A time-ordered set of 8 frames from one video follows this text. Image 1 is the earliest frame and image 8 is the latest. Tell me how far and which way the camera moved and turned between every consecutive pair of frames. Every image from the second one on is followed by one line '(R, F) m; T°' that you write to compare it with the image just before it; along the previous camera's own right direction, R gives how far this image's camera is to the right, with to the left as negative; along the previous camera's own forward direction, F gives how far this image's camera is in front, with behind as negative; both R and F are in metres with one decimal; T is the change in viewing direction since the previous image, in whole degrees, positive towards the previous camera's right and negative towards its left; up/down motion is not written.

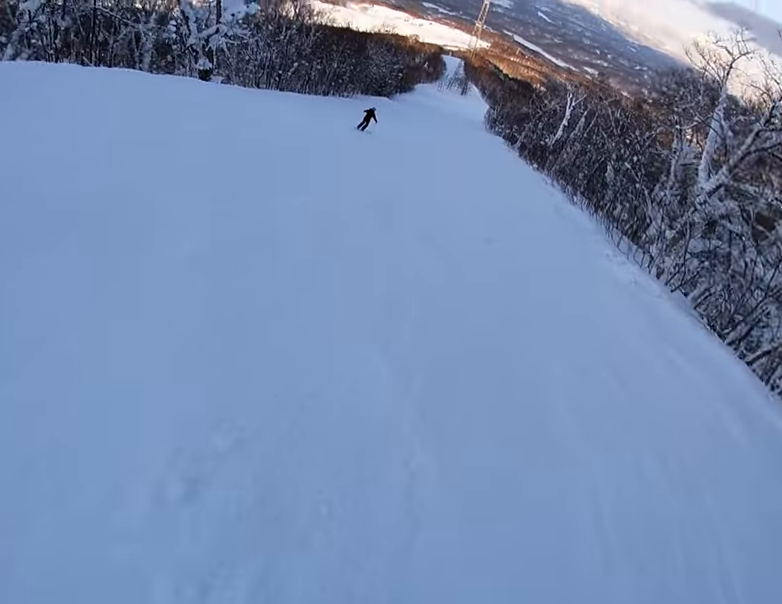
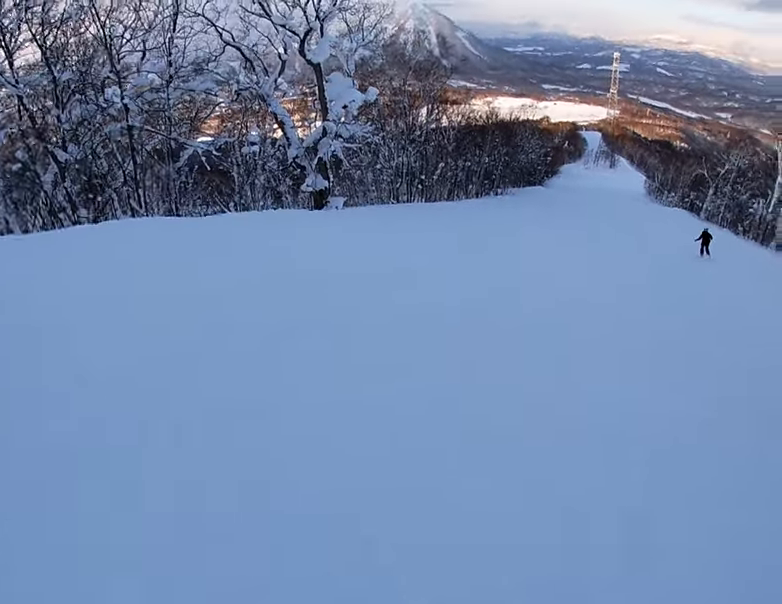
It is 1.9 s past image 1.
(-4.3, +14.2) m; -16°
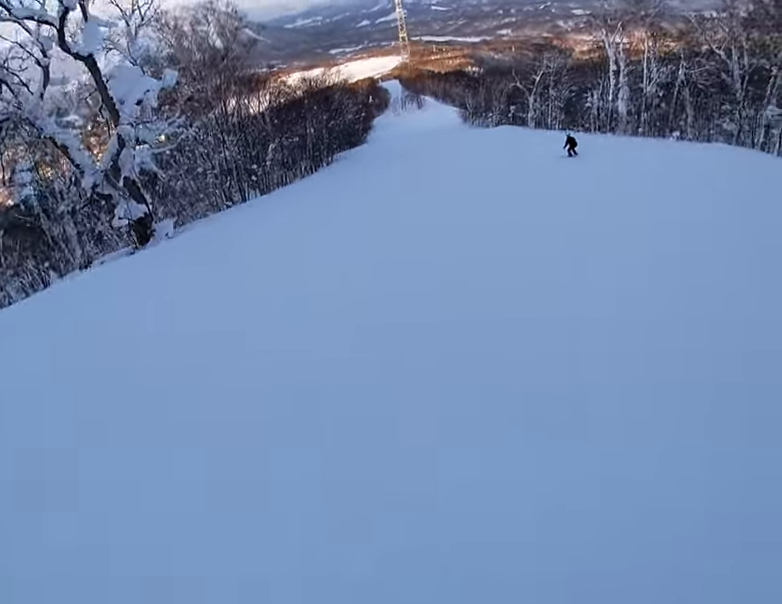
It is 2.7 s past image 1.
(+0.6, +6.7) m; +18°
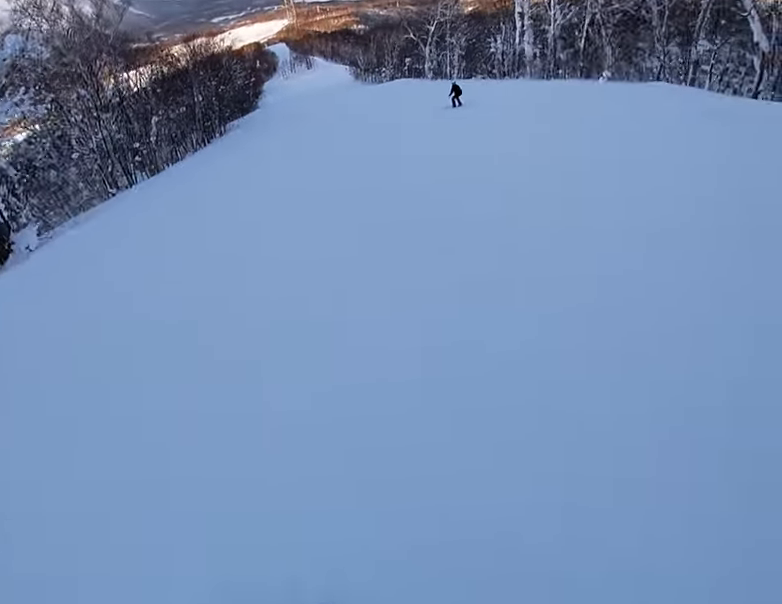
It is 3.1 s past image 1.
(+0.2, +4.0) m; +13°
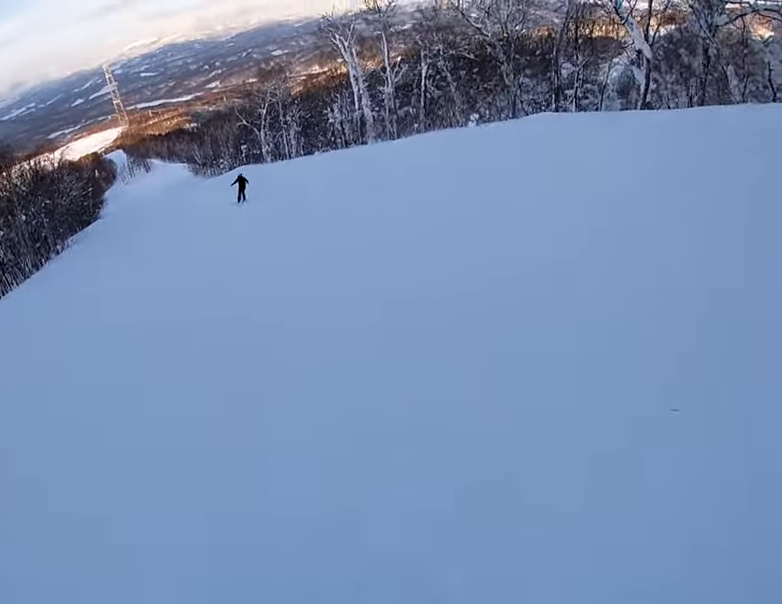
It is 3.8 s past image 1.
(+1.3, +5.9) m; +20°
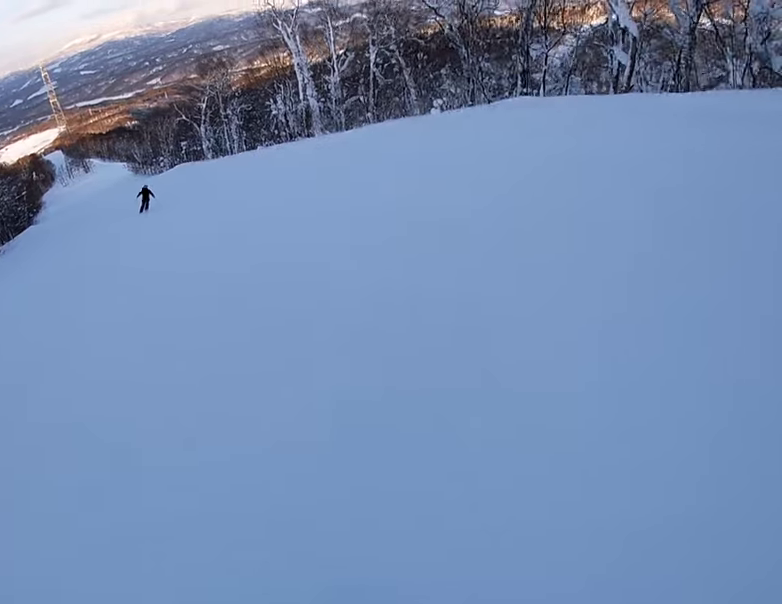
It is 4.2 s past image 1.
(+0.5, +3.6) m; +5°
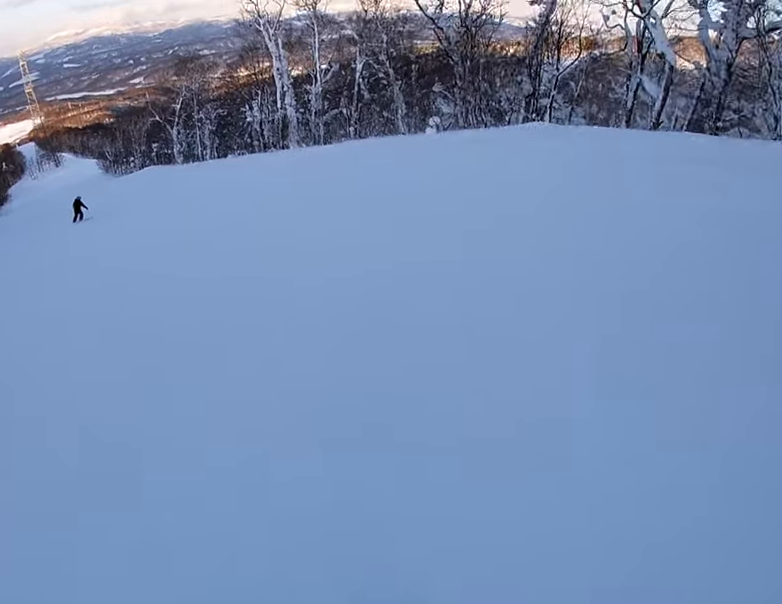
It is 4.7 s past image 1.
(+0.6, +4.1) m; +3°
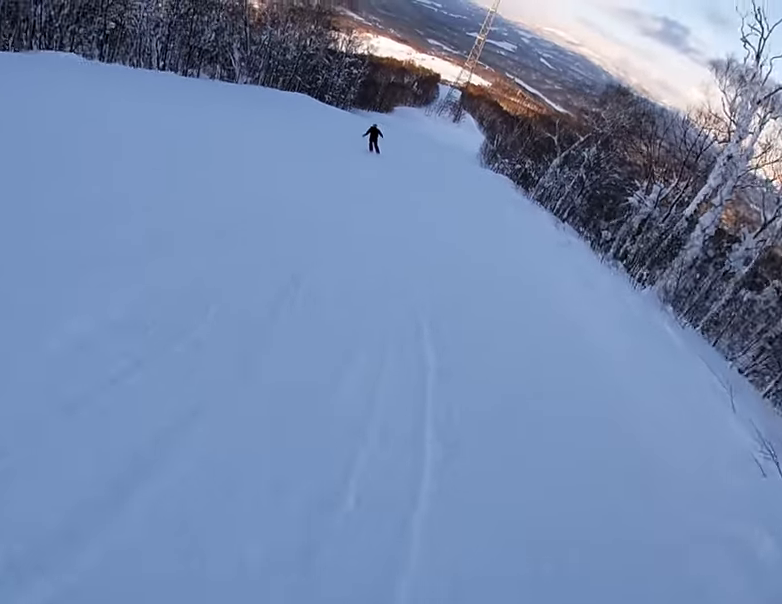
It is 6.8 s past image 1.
(-3.8, +17.9) m; -38°
